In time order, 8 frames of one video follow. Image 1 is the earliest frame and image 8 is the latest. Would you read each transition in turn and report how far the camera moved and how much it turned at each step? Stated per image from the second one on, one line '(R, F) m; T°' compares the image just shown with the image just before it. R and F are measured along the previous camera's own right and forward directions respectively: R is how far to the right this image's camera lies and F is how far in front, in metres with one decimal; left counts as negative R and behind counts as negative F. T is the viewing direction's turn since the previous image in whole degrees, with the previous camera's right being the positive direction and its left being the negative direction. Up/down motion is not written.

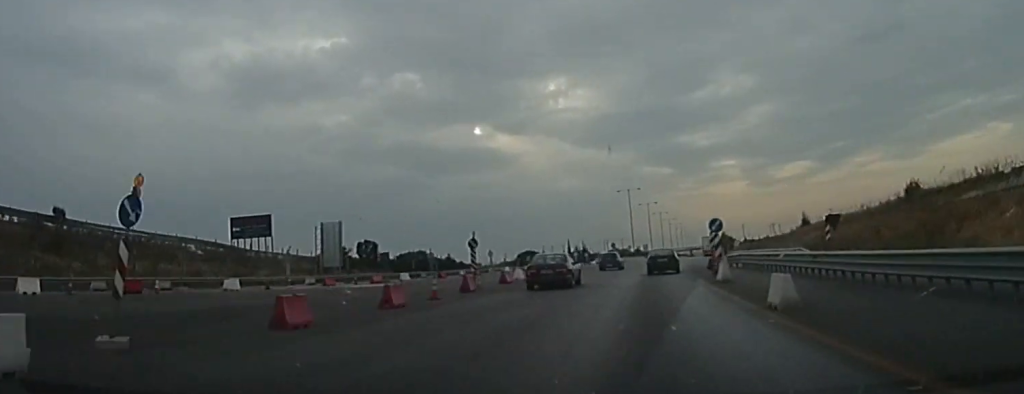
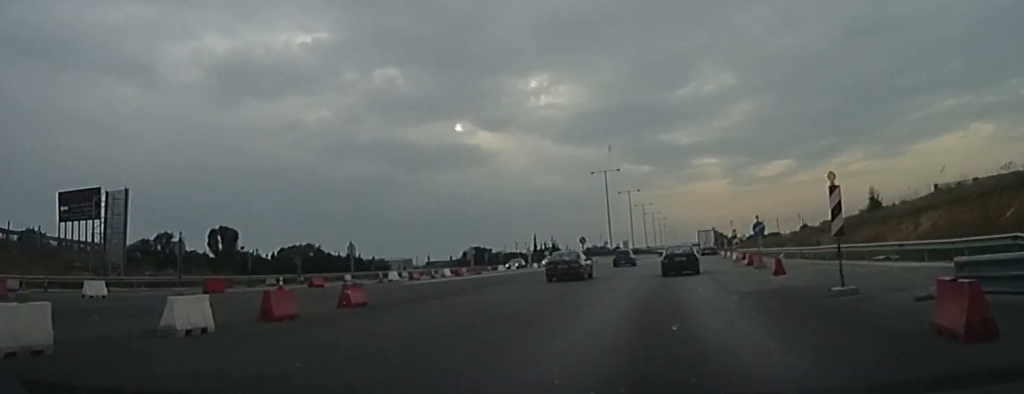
(+0.9, +27.7) m; +3°
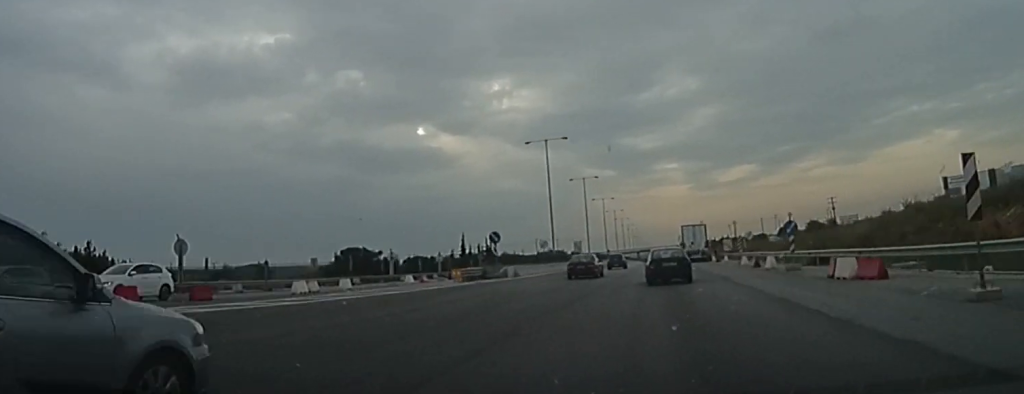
(+1.1, +32.7) m; +2°
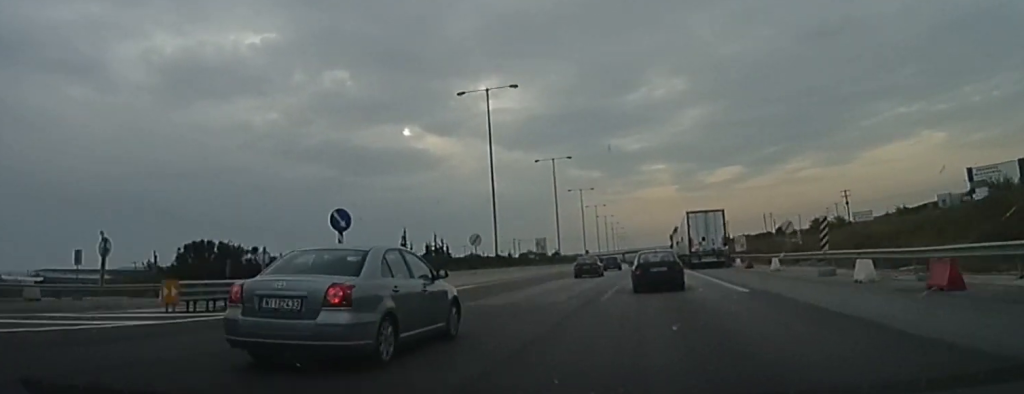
(+0.4, +23.1) m; +1°
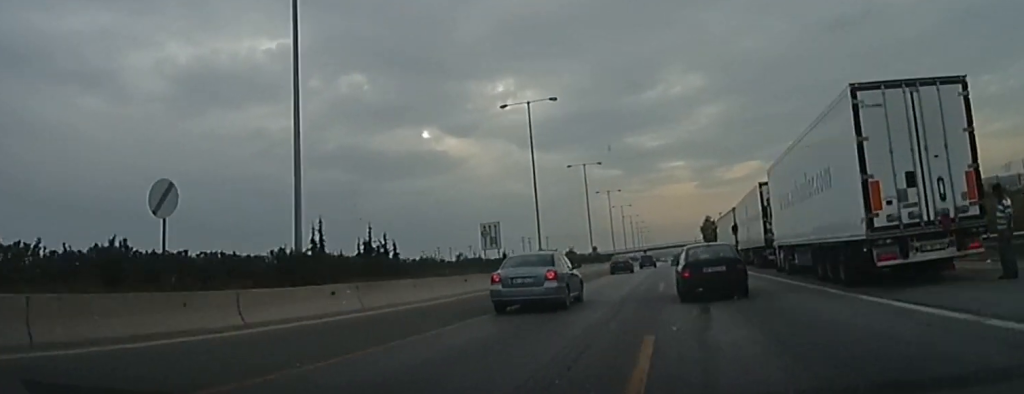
(0.0, +30.3) m; 0°
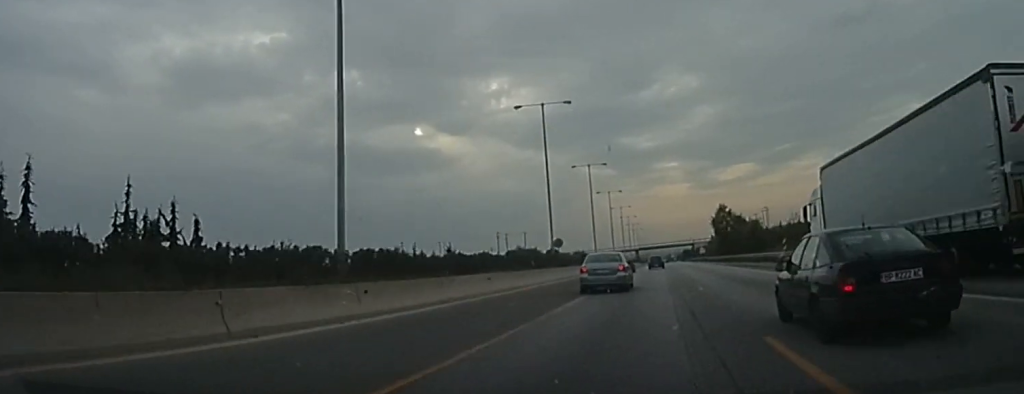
(0.0, +33.1) m; +1°
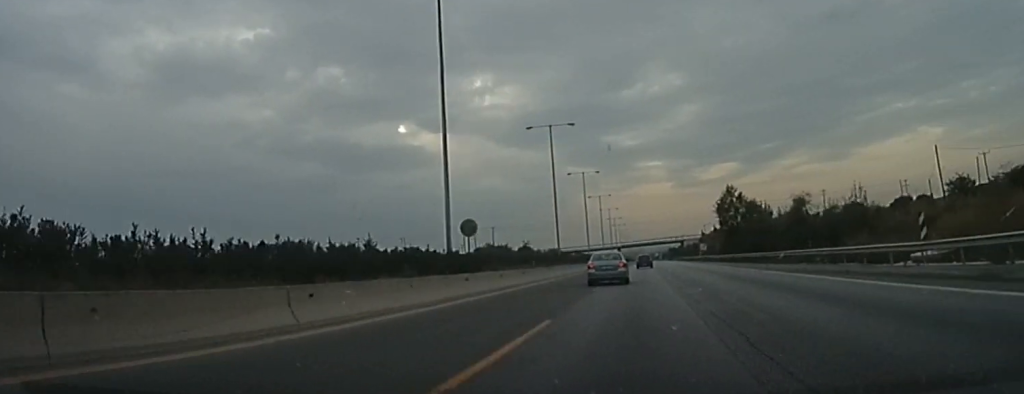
(+0.1, +22.5) m; +1°
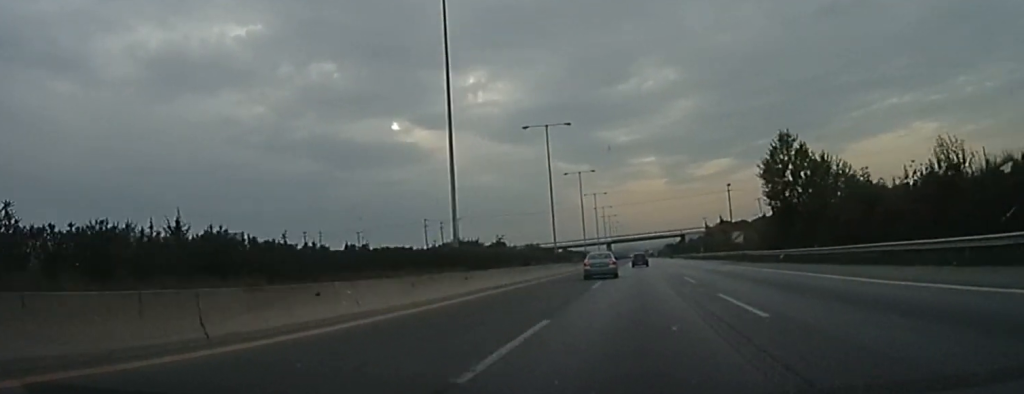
(+0.6, +29.2) m; 0°
